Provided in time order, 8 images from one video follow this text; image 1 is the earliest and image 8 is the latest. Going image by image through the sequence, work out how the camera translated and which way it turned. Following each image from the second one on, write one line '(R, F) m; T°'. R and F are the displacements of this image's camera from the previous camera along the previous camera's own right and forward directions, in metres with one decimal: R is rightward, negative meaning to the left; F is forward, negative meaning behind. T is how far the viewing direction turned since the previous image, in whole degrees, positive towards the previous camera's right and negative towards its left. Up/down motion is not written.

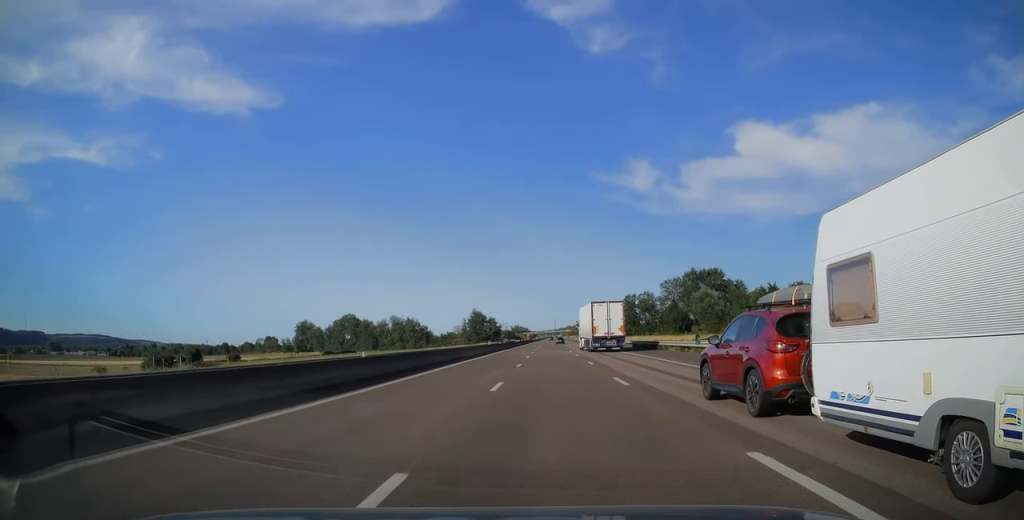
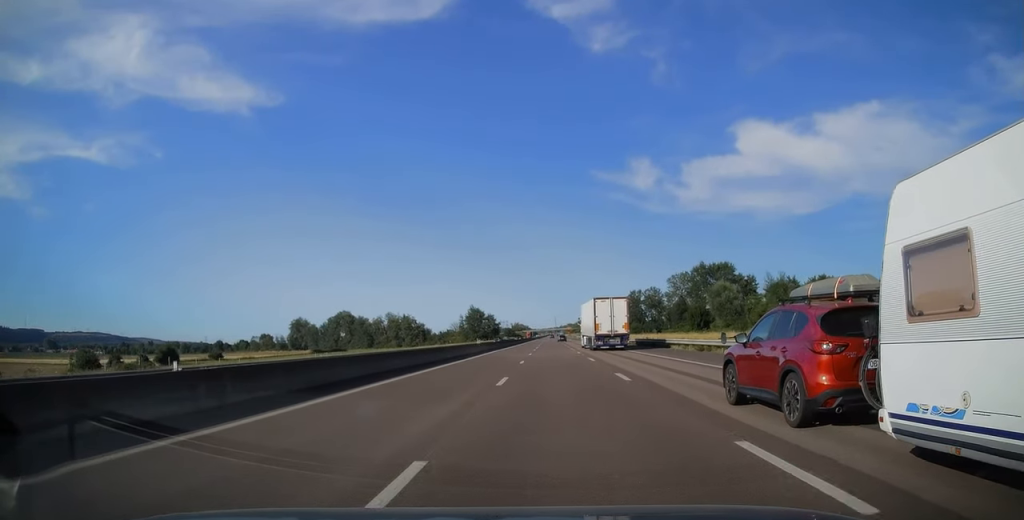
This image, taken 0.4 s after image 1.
(0.0, +12.3) m; 0°
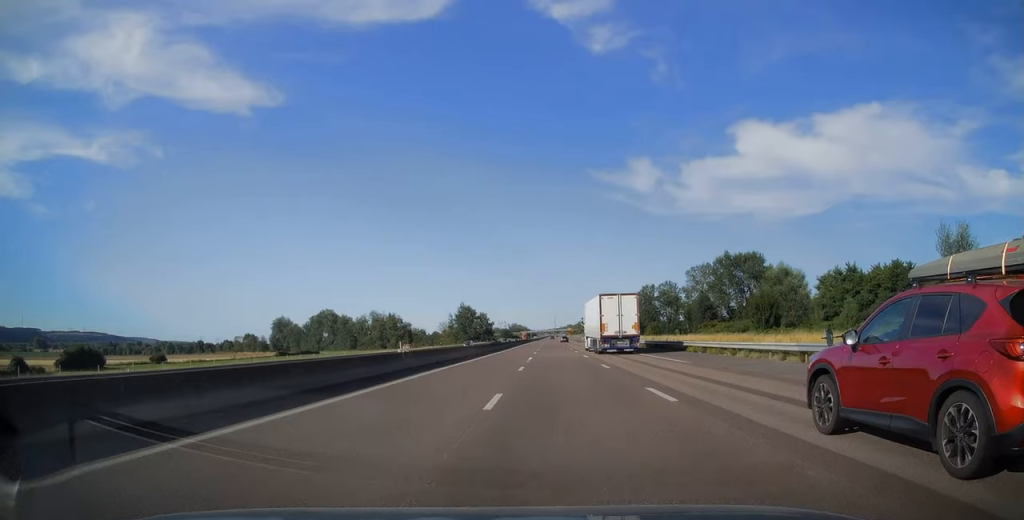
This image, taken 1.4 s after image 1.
(0.0, +30.9) m; 0°
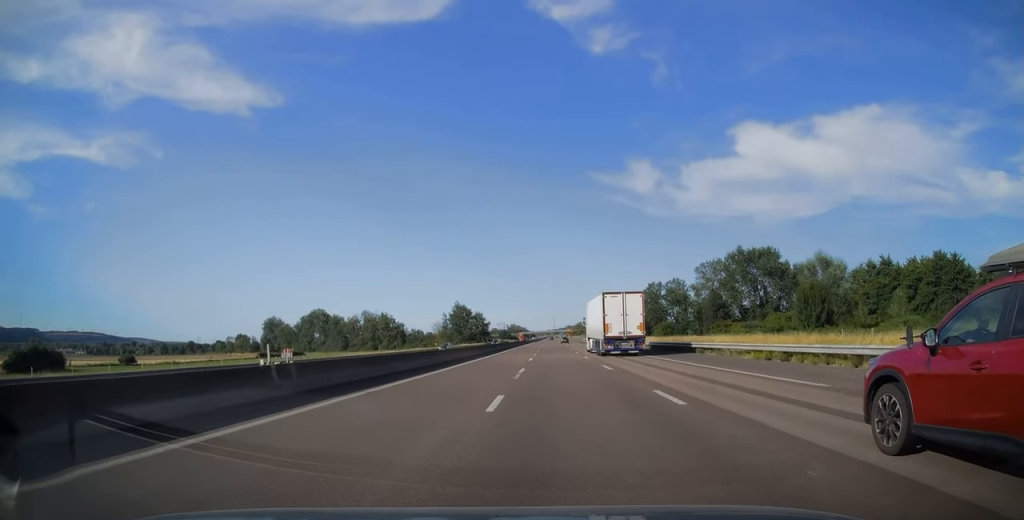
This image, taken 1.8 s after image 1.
(0.0, +13.4) m; 0°
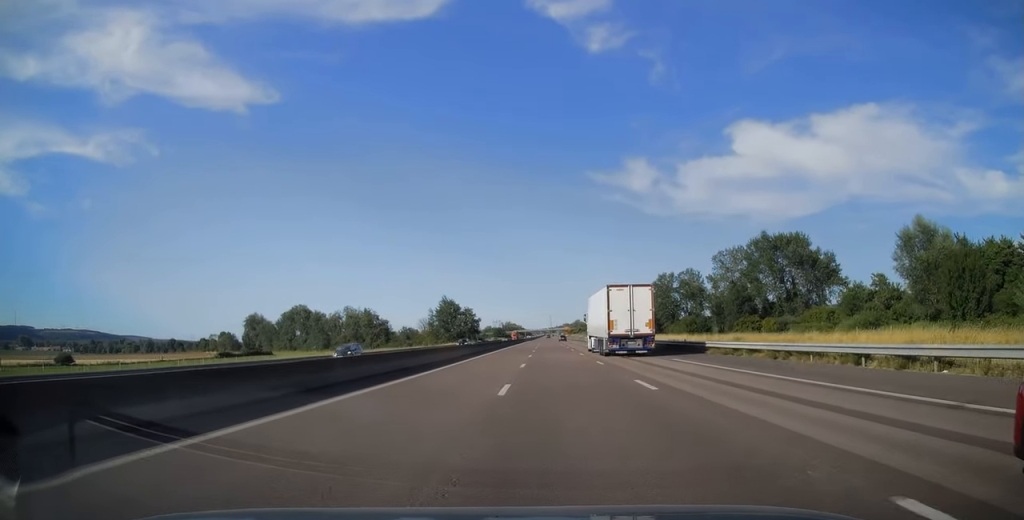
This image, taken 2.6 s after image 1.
(0.0, +23.1) m; 0°
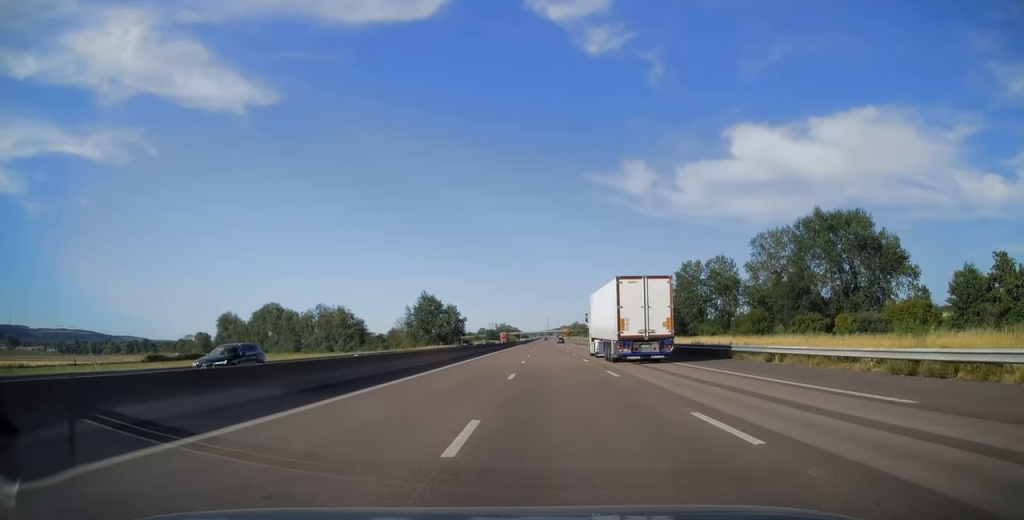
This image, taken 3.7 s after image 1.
(-0.1, +32.9) m; 0°
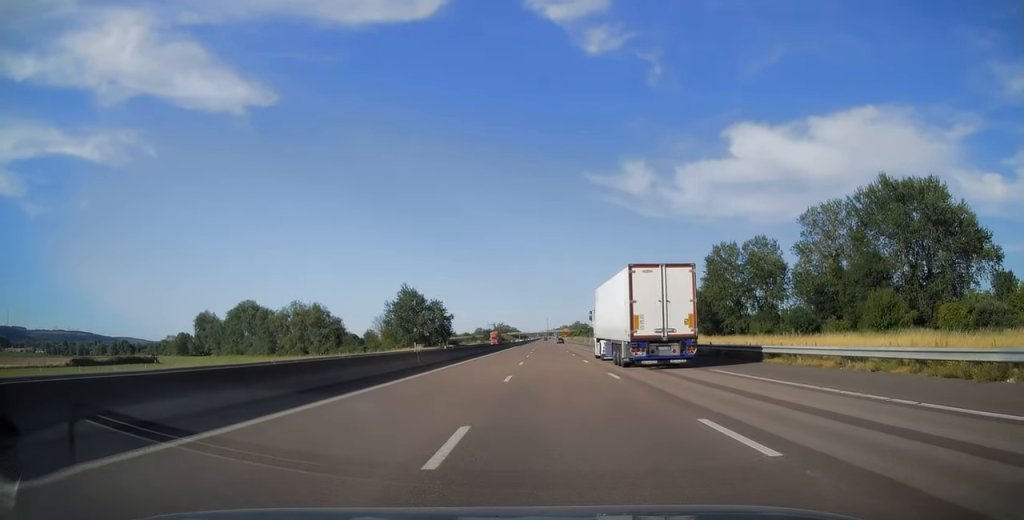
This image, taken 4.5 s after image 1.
(+0.1, +26.6) m; +1°
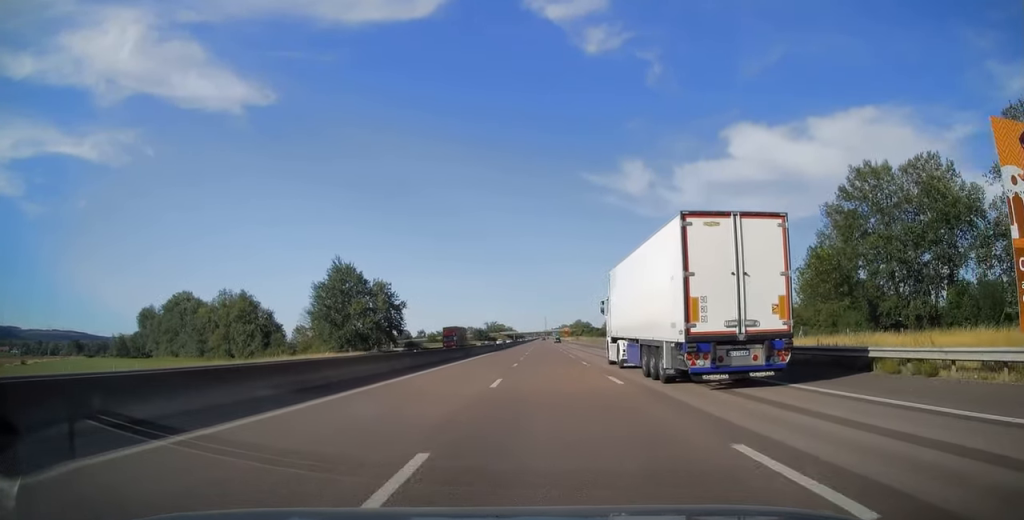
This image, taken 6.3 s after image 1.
(+0.2, +53.8) m; 0°
